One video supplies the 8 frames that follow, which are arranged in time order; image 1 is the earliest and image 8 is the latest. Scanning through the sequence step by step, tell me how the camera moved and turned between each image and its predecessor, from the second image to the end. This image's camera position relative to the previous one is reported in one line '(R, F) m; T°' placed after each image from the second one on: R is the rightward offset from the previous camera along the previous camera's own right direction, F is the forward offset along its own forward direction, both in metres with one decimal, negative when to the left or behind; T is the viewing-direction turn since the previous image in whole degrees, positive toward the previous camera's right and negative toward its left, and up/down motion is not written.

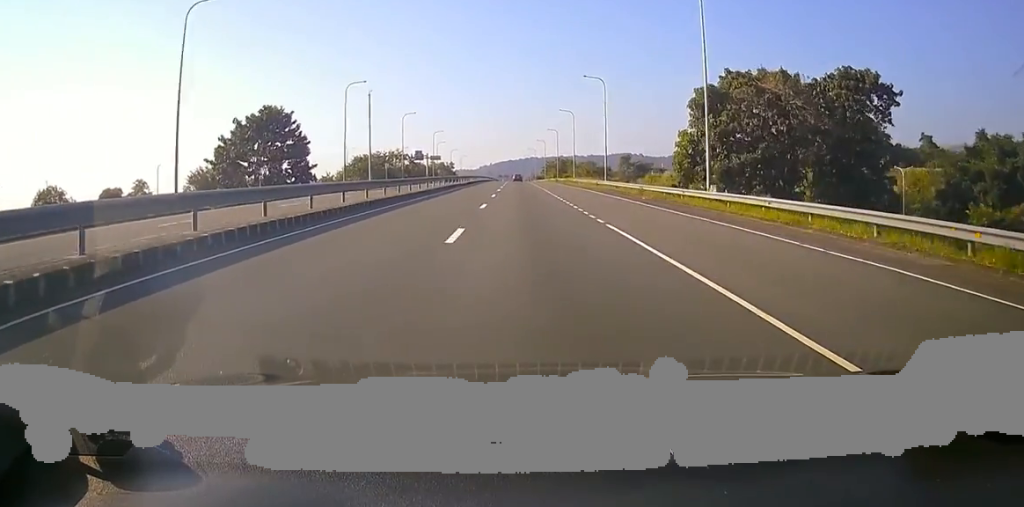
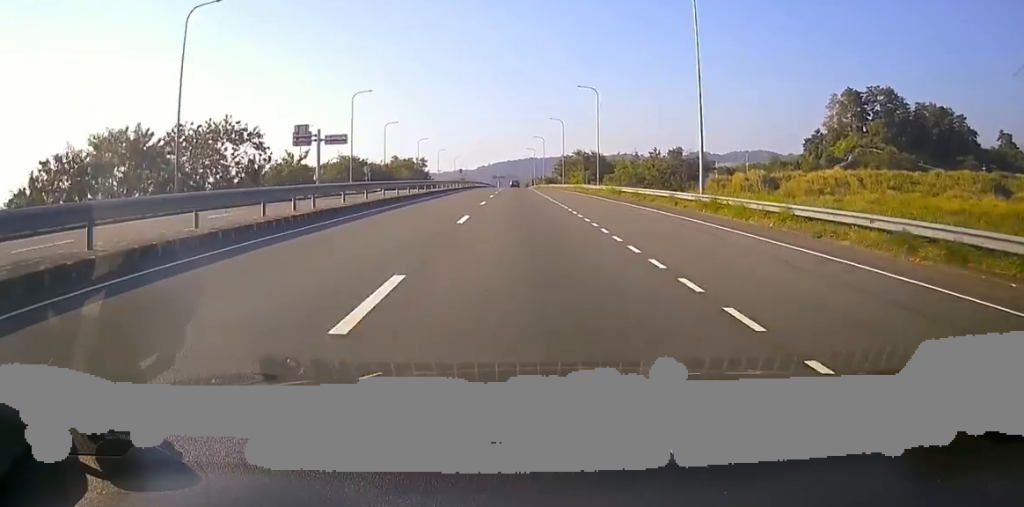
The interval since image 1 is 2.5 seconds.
(+1.7, +80.1) m; +2°
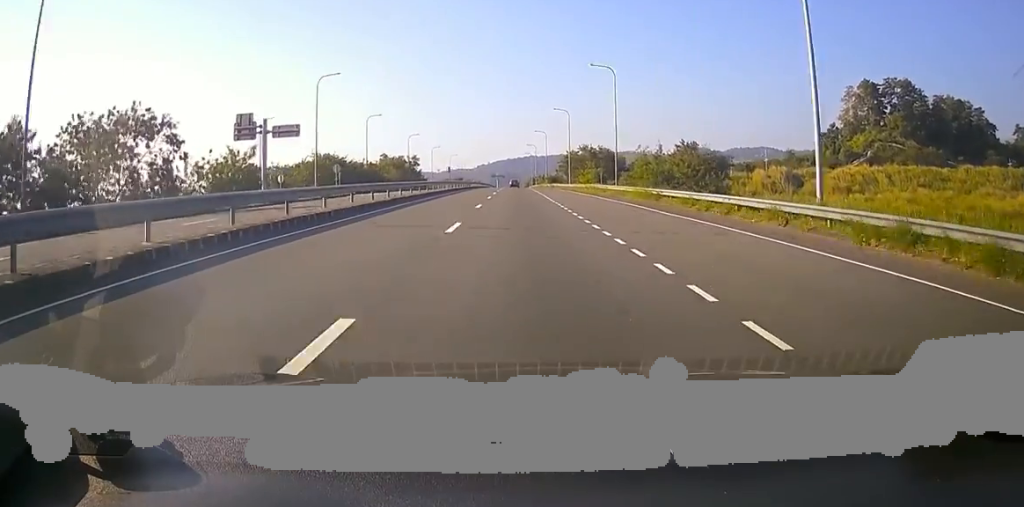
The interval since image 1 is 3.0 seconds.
(+0.7, +14.5) m; -1°
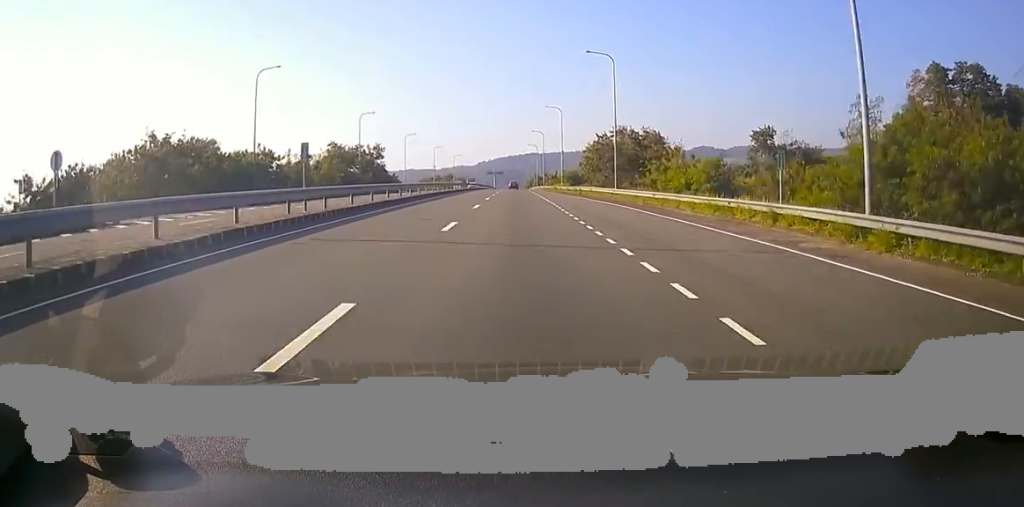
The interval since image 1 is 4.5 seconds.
(-1.6, +46.7) m; -1°
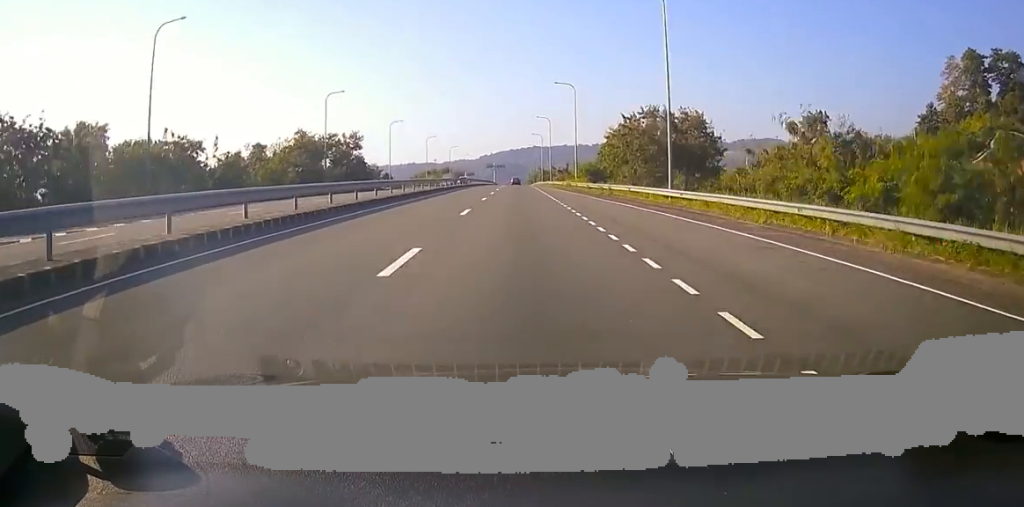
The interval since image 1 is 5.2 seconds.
(+0.7, +19.5) m; +1°
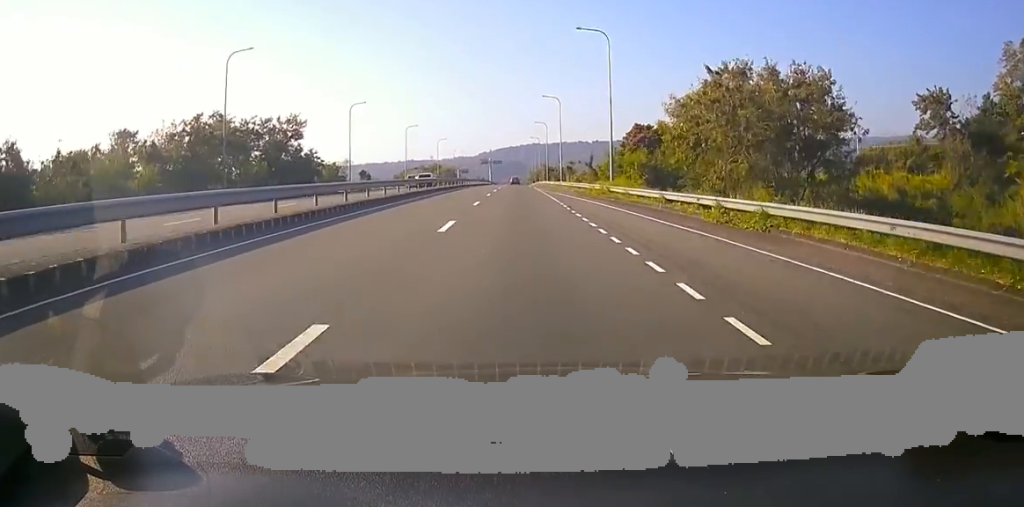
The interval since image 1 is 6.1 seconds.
(-0.6, +29.5) m; -1°
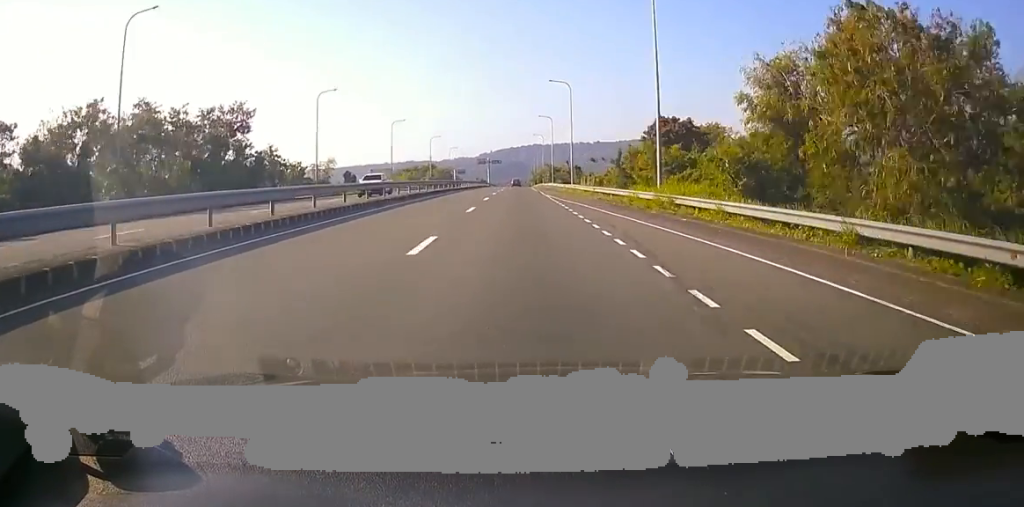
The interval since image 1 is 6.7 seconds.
(0.0, +16.2) m; 0°
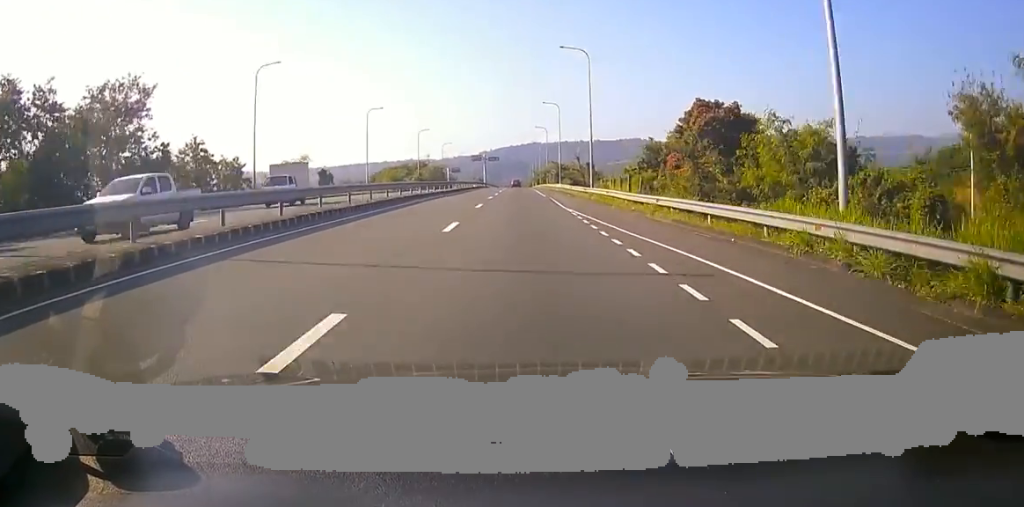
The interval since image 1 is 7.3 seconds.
(0.0, +19.1) m; 0°
